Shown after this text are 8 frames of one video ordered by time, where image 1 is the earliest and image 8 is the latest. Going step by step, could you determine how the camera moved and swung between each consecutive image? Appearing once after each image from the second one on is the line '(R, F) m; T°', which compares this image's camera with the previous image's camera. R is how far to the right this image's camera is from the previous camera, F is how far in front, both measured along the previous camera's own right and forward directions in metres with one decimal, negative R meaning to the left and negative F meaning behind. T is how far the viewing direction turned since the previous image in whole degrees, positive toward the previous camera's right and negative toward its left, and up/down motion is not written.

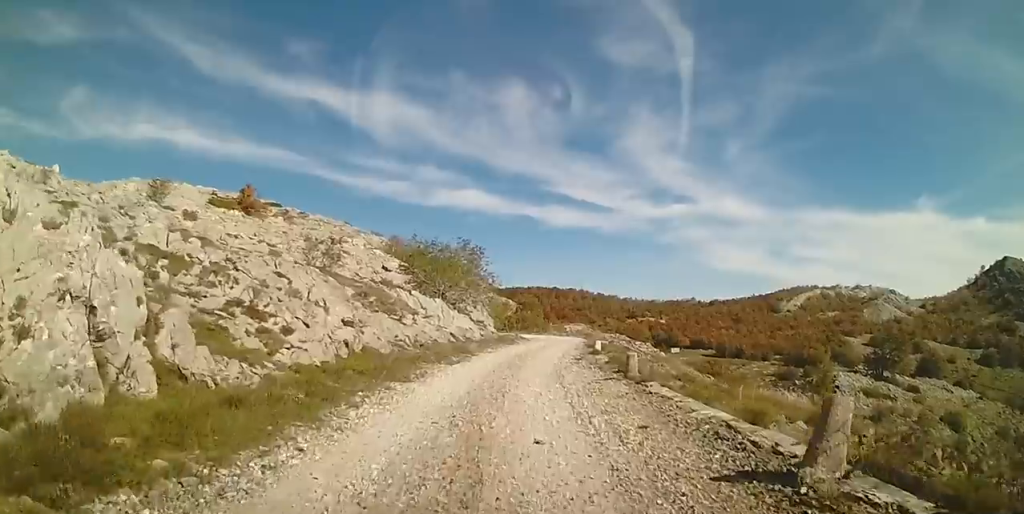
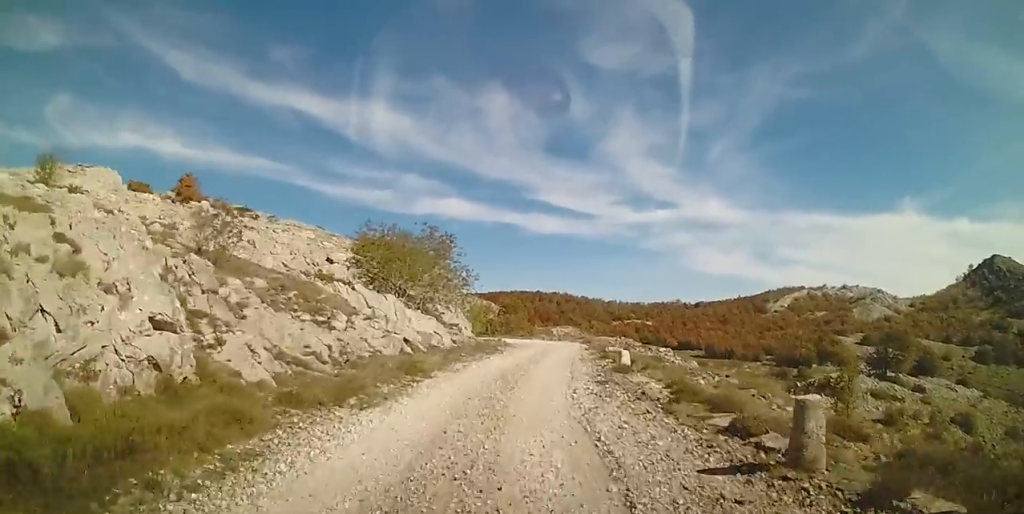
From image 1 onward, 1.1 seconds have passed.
(+0.4, +8.4) m; +4°
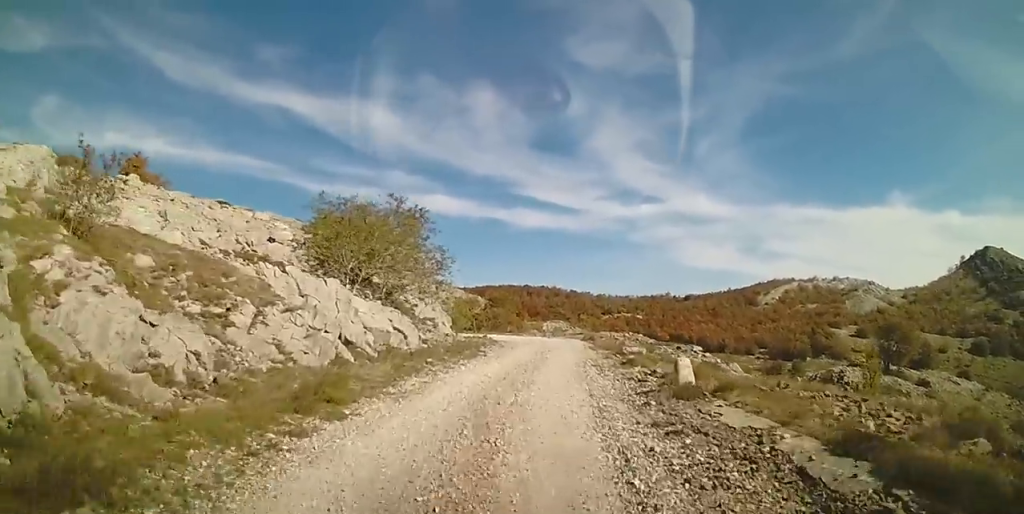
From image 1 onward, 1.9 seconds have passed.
(+0.2, +6.1) m; 0°
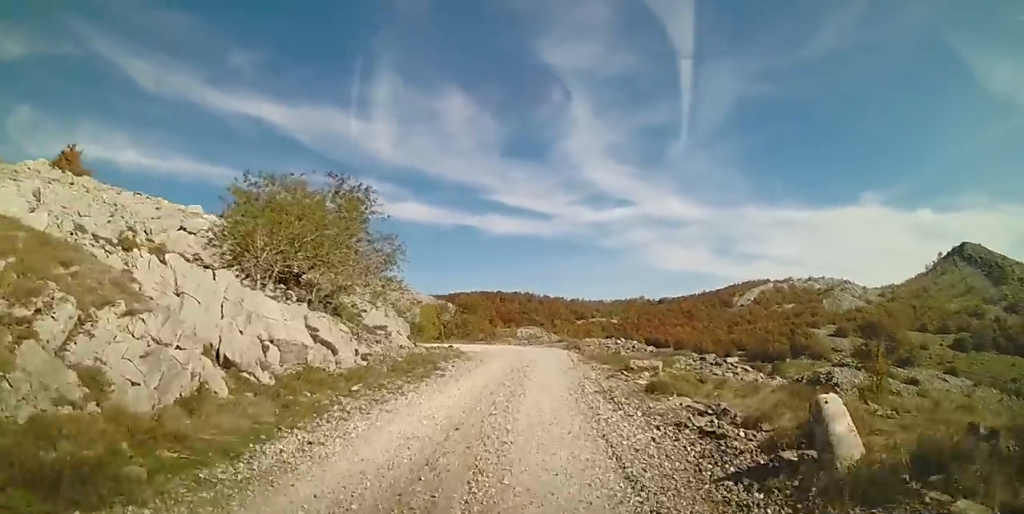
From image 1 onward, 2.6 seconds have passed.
(-0.3, +5.0) m; 0°
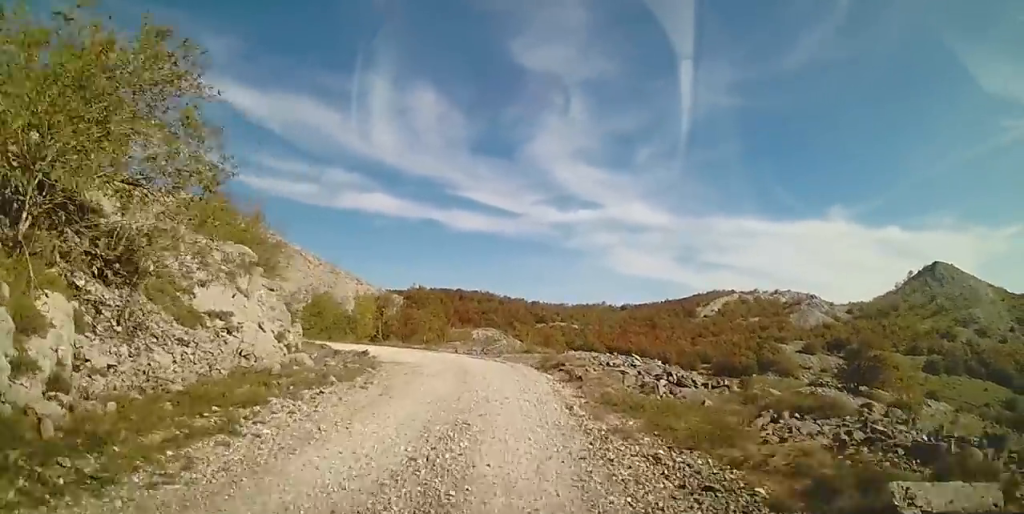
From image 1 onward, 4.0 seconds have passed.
(+0.4, +10.5) m; +3°
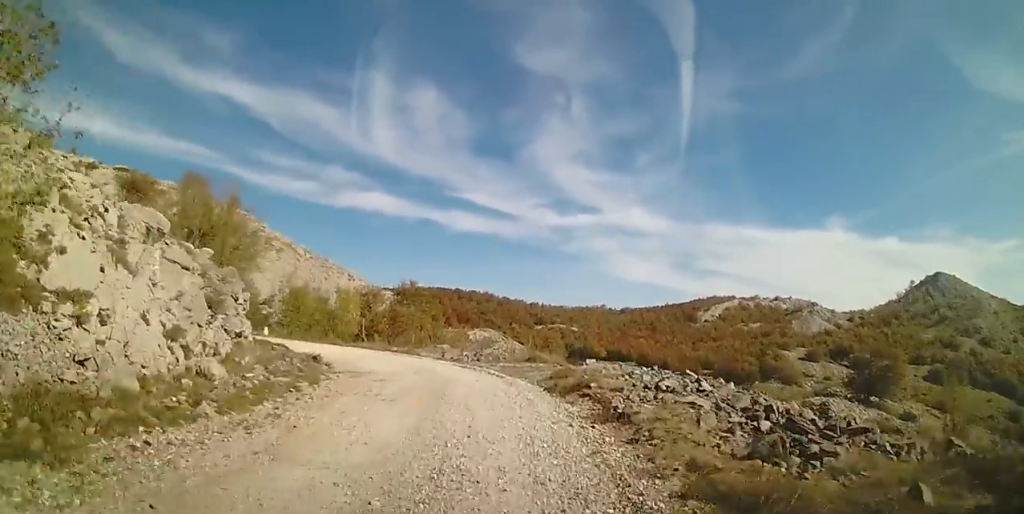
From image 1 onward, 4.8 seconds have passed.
(0.0, +5.4) m; -2°
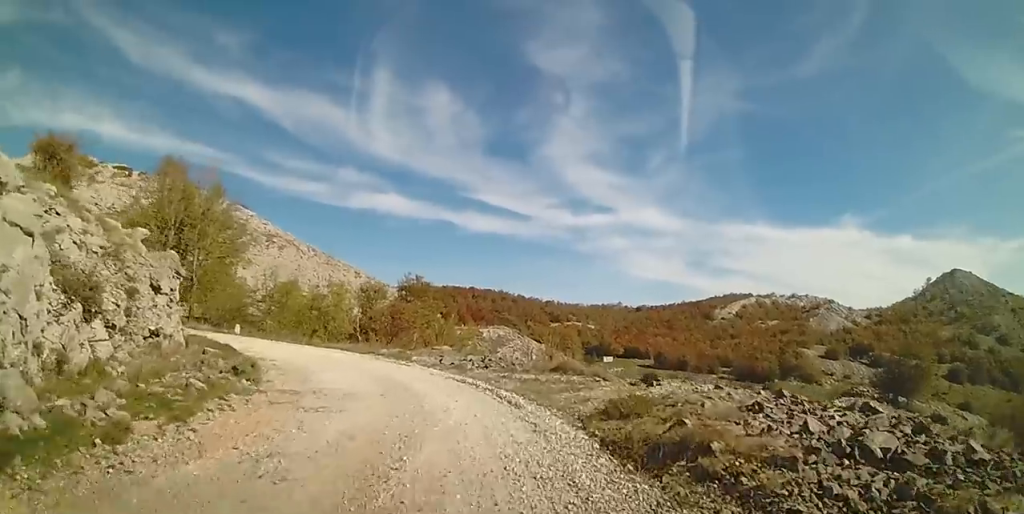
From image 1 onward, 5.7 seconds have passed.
(-0.2, +5.9) m; -1°
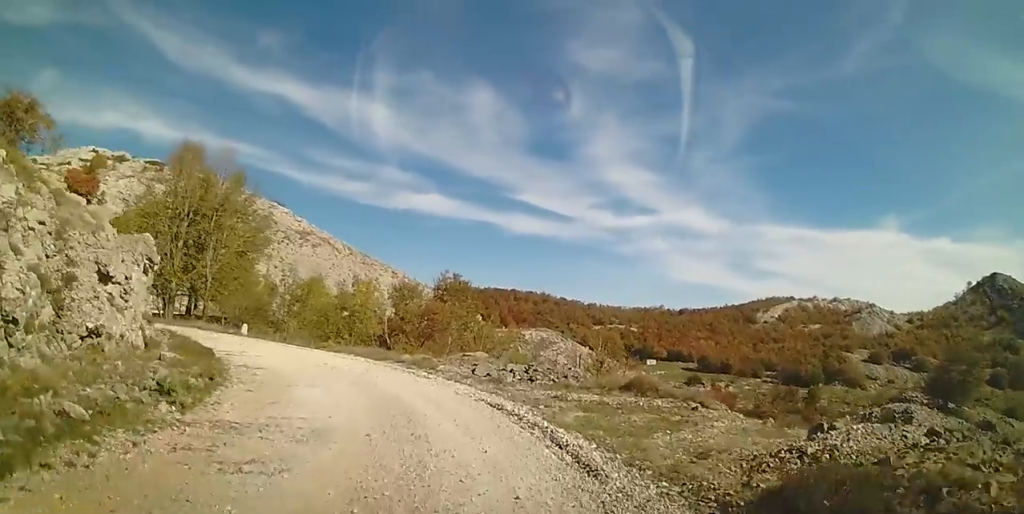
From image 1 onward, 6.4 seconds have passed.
(+0.1, +3.8) m; -2°
